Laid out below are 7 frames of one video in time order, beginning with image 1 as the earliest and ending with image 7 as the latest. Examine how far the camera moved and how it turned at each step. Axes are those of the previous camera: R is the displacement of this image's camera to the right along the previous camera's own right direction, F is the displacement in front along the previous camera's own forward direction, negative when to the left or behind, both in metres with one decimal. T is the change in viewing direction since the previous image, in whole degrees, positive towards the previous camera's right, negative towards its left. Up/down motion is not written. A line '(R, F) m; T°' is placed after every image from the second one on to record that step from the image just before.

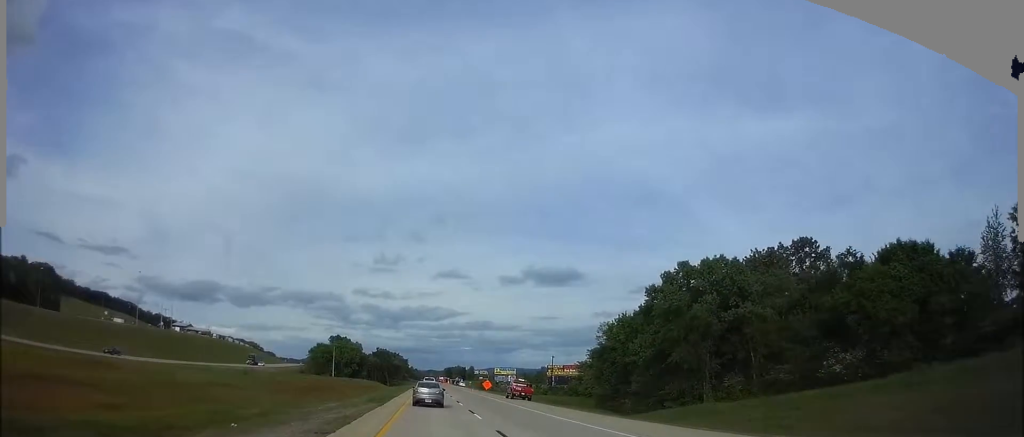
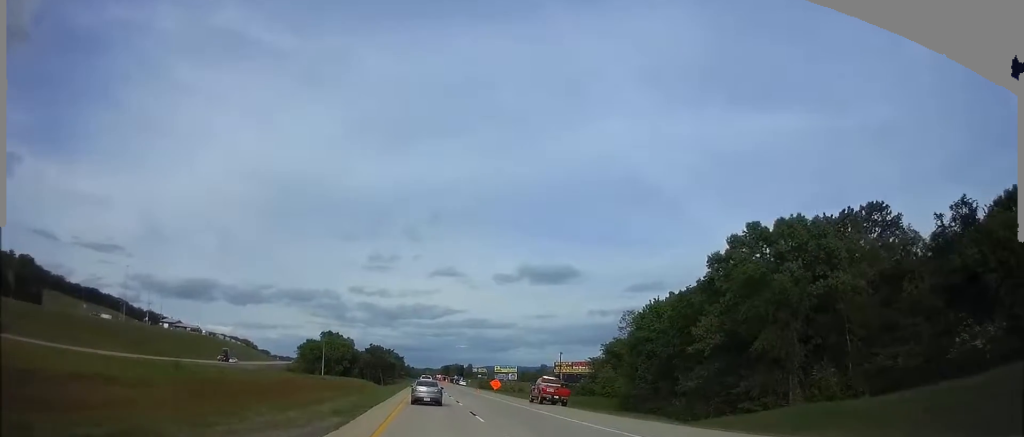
(+0.1, +16.7) m; 0°
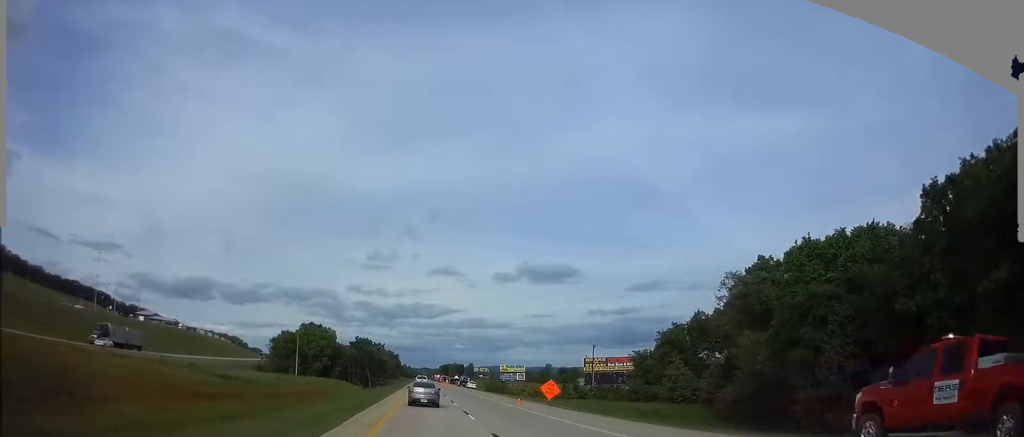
(+0.3, +39.1) m; 0°
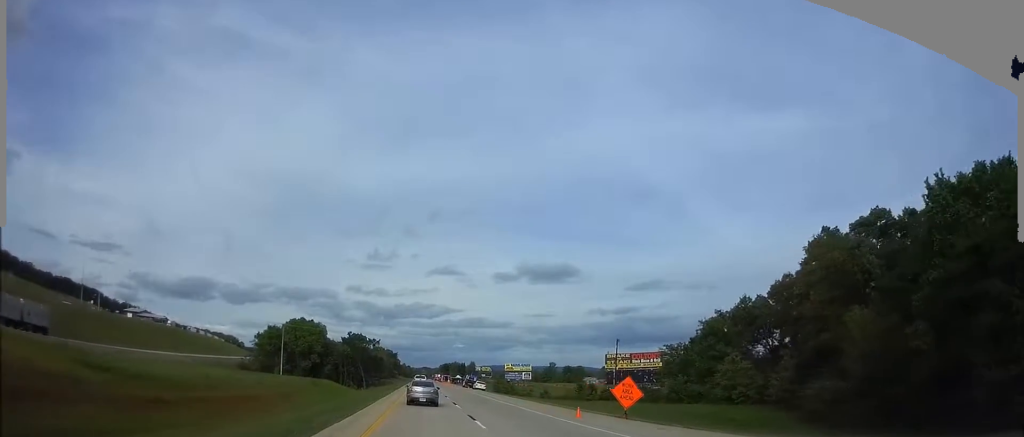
(0.0, +18.2) m; 0°
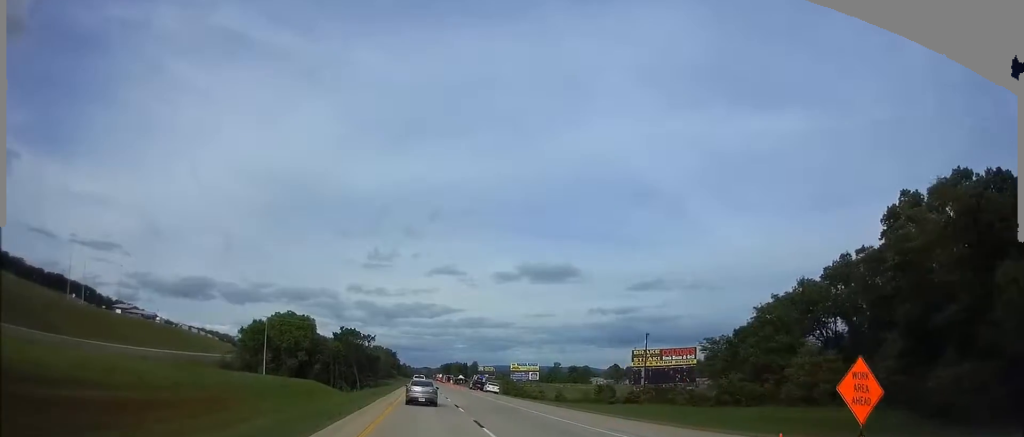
(0.0, +16.5) m; 0°
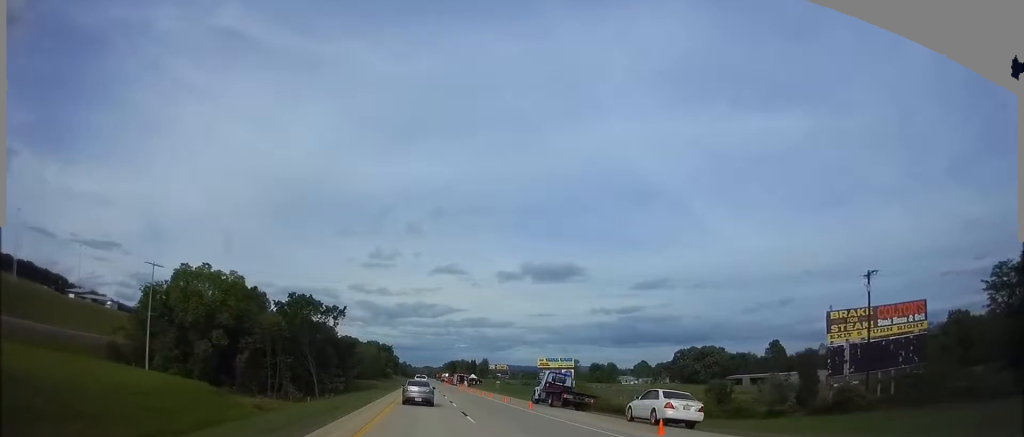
(-0.2, +61.9) m; 0°
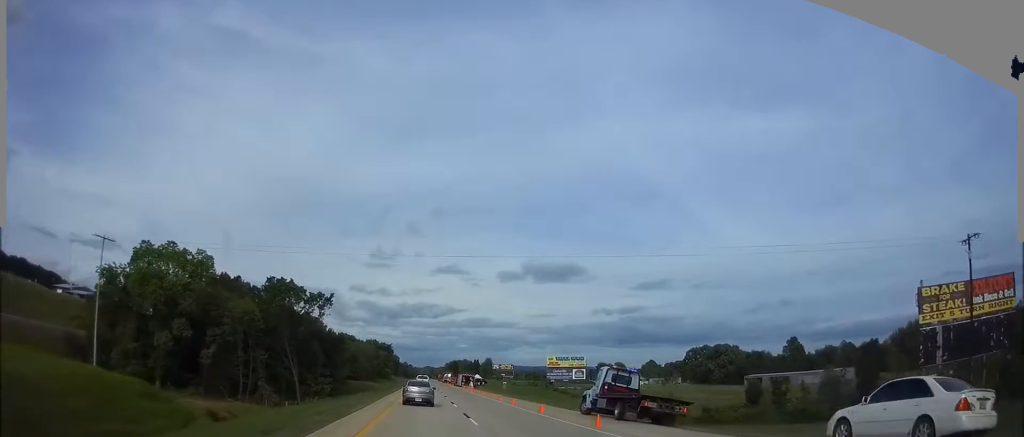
(+0.1, +14.4) m; 0°
